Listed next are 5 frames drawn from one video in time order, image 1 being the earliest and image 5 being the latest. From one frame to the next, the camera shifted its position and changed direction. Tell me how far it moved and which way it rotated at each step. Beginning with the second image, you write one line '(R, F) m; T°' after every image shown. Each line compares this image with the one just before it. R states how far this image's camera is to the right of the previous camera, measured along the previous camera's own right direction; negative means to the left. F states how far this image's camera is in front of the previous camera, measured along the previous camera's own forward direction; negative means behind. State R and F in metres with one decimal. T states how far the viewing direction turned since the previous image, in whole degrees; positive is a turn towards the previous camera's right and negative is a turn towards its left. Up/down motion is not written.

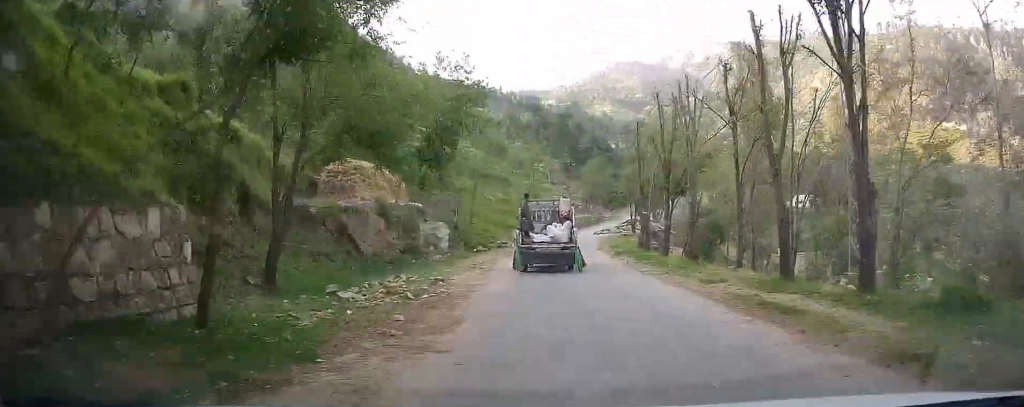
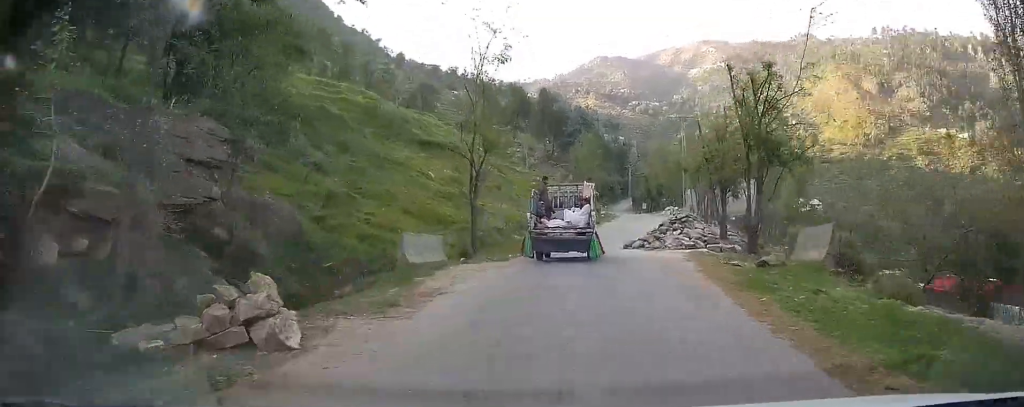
(-0.9, +26.3) m; -2°
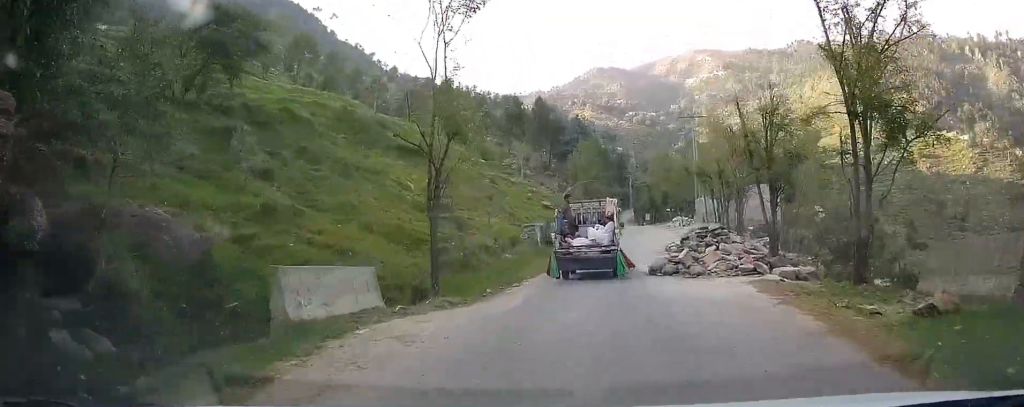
(-0.3, +5.9) m; +1°
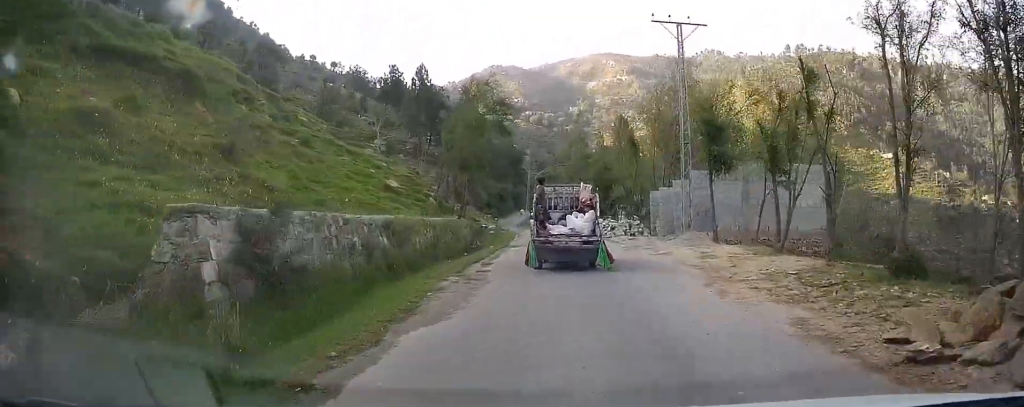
(+2.1, +24.2) m; +9°
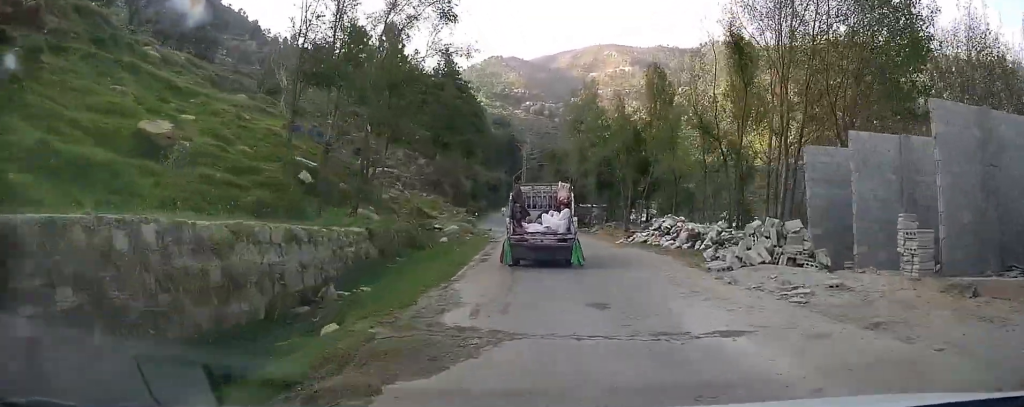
(+0.7, +22.2) m; +2°
